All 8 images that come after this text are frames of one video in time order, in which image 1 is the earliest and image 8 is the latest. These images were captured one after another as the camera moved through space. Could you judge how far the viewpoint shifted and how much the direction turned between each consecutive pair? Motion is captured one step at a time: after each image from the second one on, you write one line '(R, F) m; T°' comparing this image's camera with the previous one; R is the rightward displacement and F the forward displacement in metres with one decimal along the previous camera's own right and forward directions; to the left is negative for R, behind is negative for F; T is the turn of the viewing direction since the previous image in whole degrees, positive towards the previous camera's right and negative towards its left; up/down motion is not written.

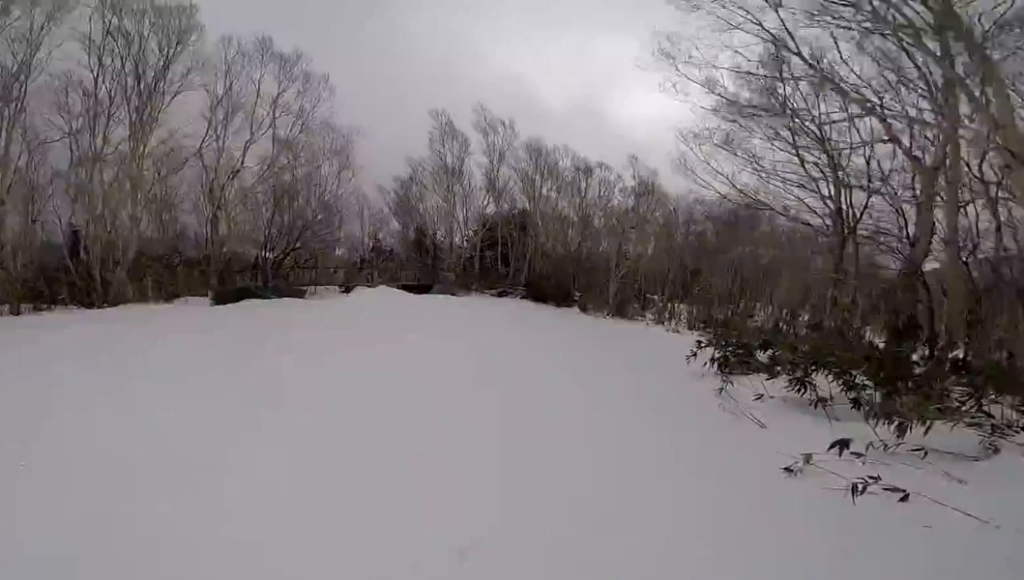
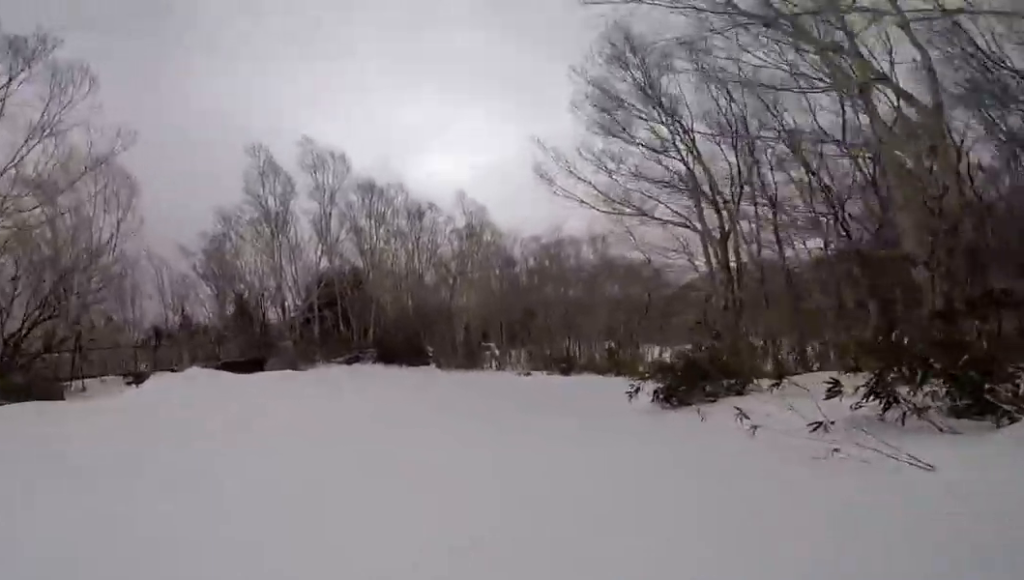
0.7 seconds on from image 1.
(-1.1, +4.5) m; +11°
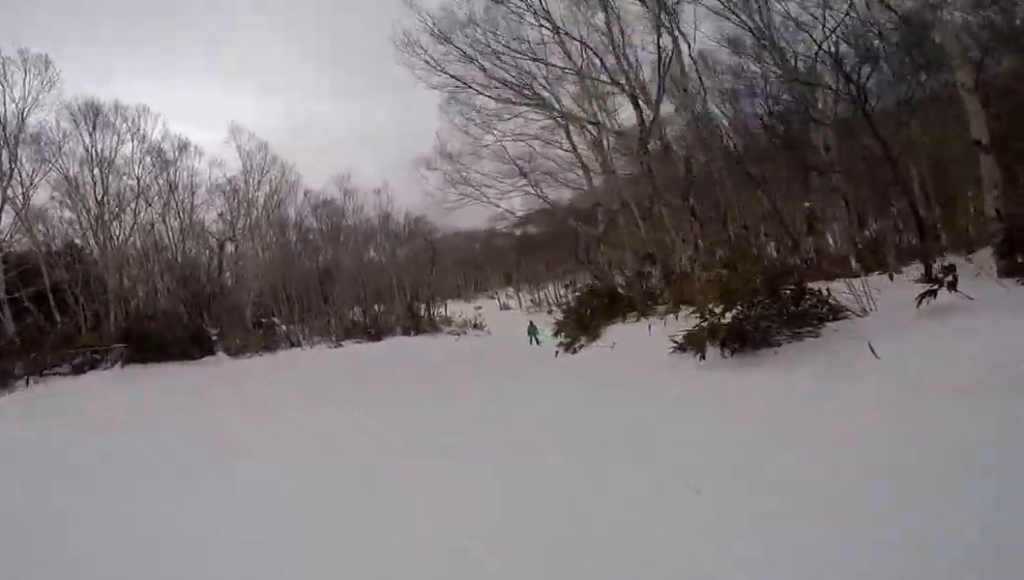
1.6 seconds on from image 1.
(+2.4, +5.8) m; +34°
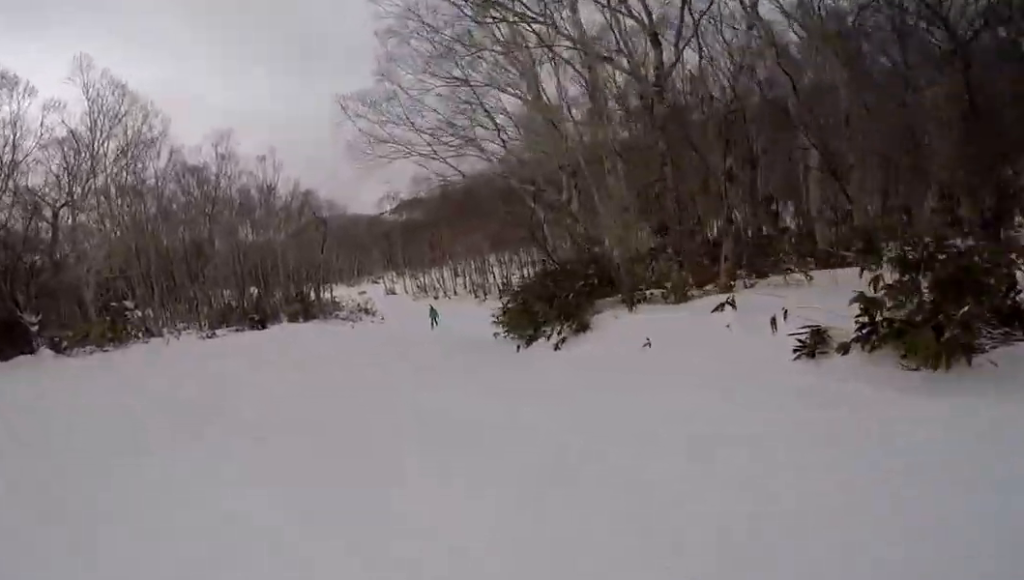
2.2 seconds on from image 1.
(+0.8, +4.4) m; +10°
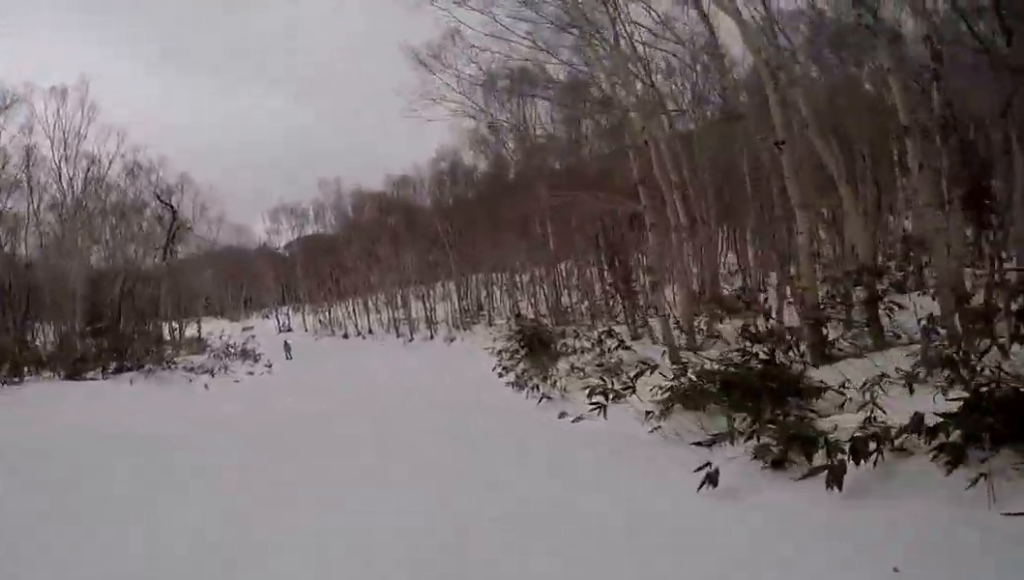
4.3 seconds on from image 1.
(+1.7, +17.4) m; -4°
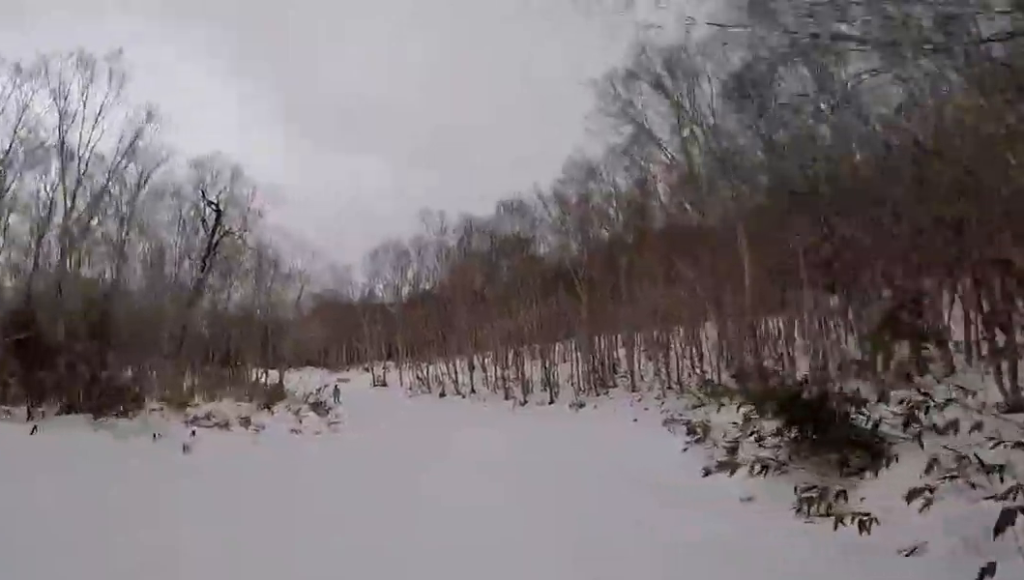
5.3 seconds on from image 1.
(-1.7, +9.9) m; -19°
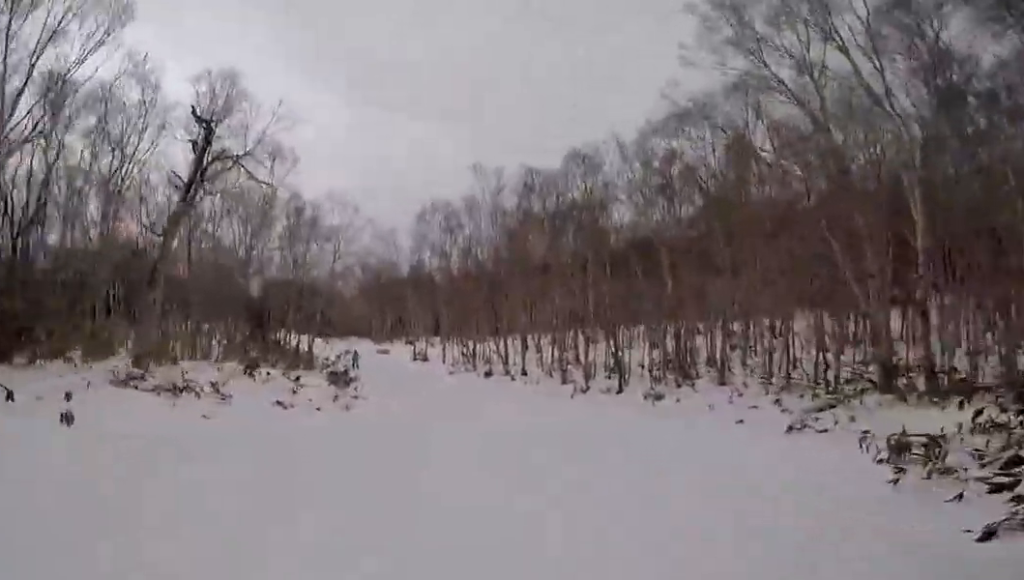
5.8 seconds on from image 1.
(-0.9, +6.2) m; -9°
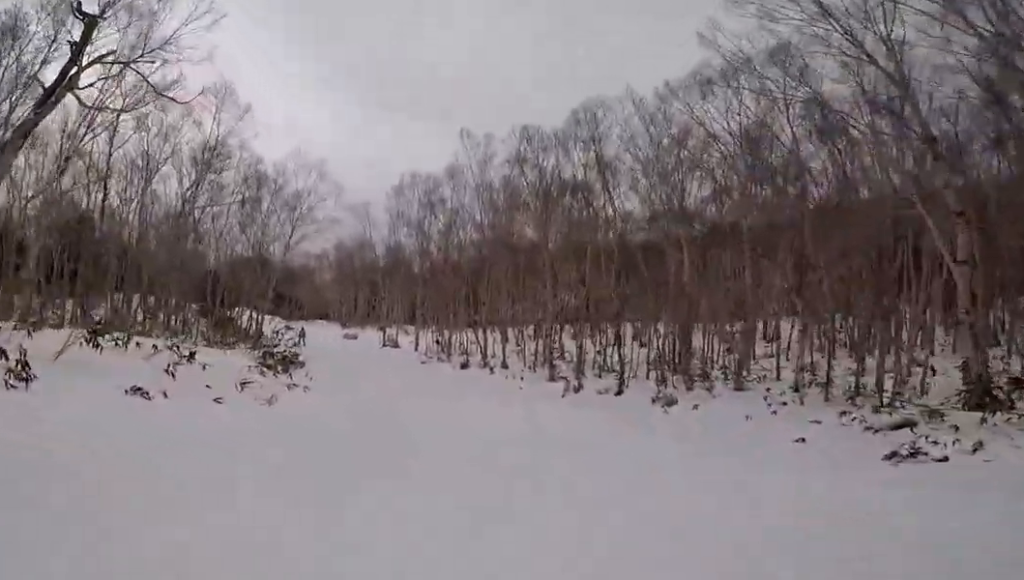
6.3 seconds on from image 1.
(-0.2, +7.7) m; +11°
